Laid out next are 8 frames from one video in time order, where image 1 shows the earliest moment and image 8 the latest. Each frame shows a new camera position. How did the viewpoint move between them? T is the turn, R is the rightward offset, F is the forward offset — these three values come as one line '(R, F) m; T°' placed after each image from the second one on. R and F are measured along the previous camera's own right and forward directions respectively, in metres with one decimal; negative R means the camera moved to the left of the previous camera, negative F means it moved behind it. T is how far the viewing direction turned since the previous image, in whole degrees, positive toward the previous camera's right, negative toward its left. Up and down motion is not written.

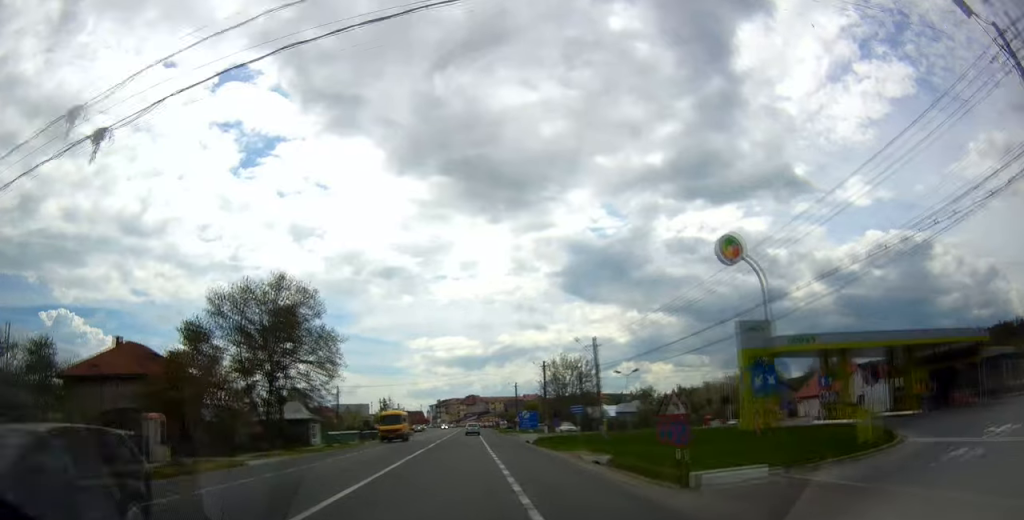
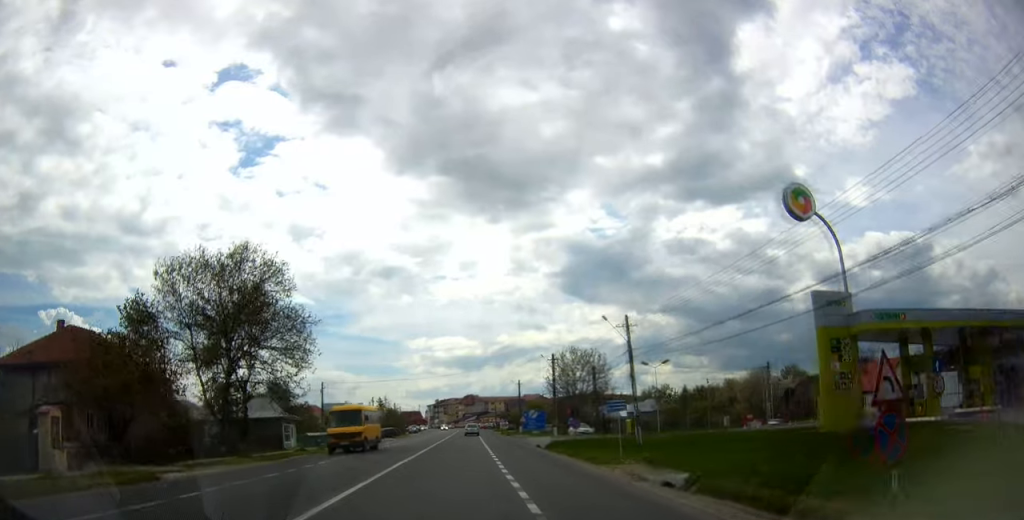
(0.0, +8.9) m; 0°
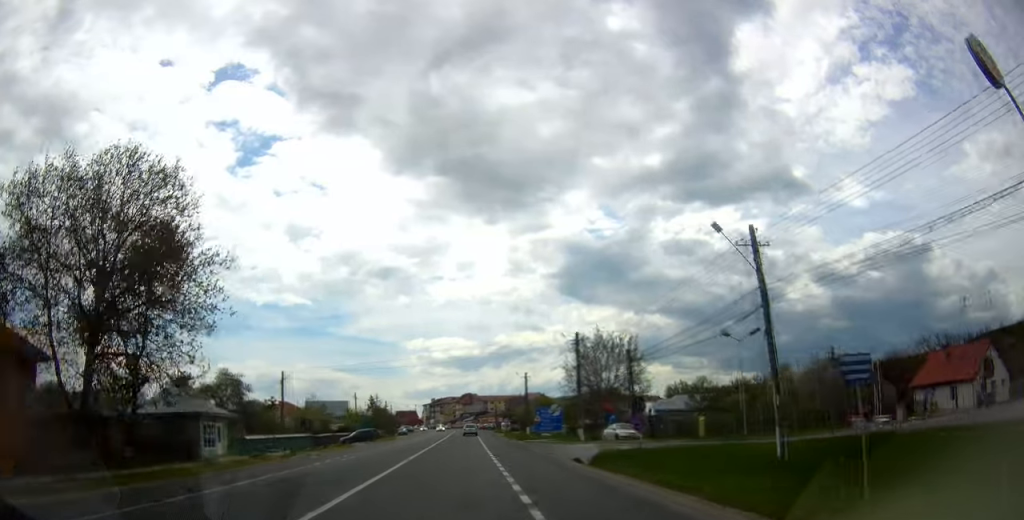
(-0.2, +16.2) m; -1°
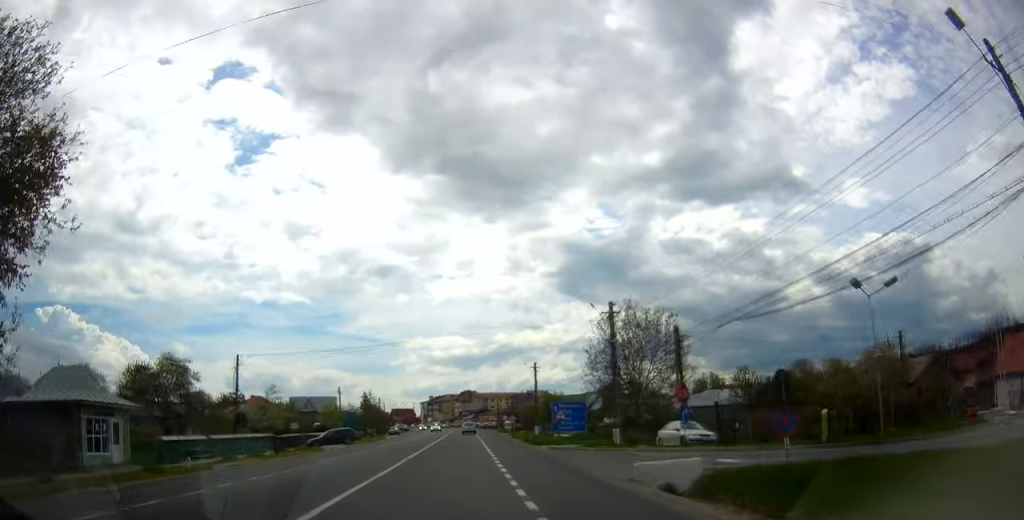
(0.0, +12.8) m; 0°
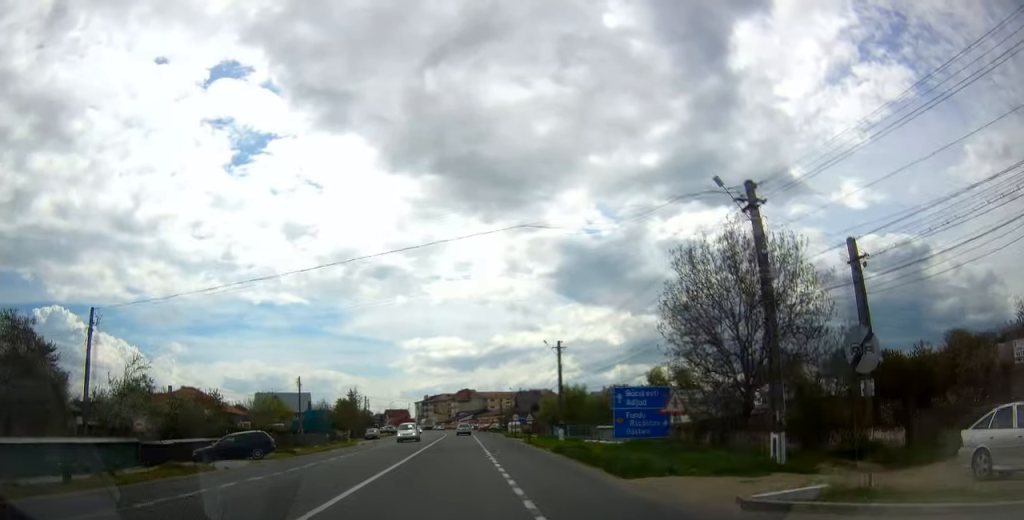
(+0.2, +21.7) m; +1°
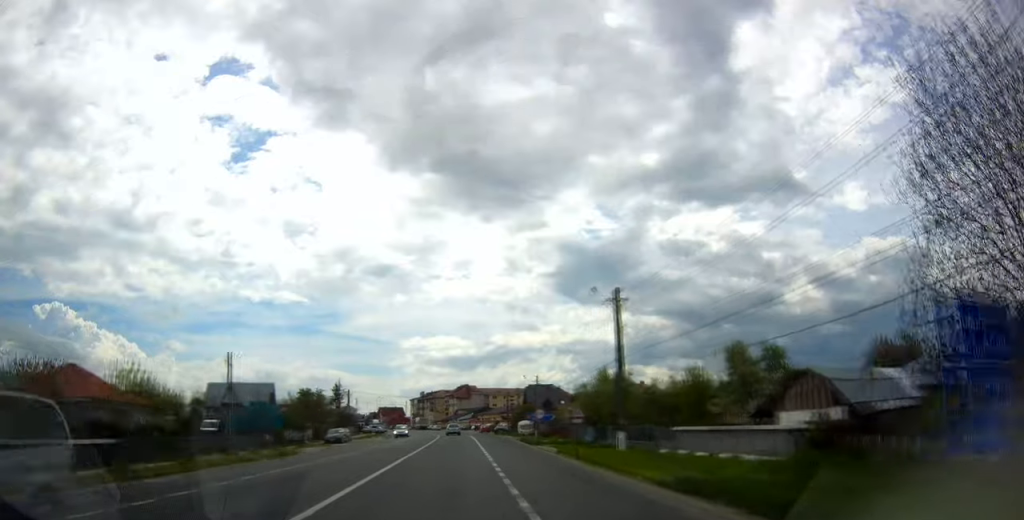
(0.0, +21.8) m; -1°
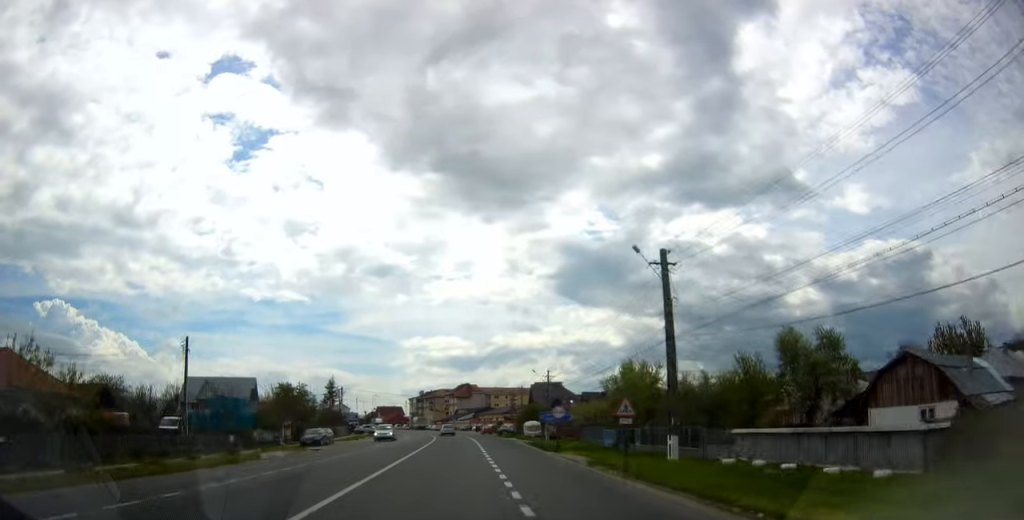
(-0.1, +8.5) m; -1°
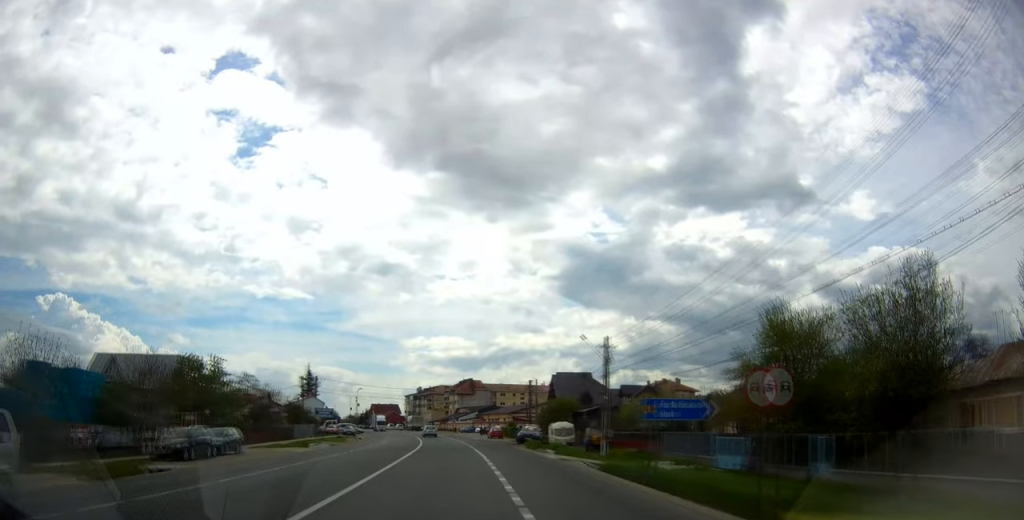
(0.0, +24.0) m; +1°
